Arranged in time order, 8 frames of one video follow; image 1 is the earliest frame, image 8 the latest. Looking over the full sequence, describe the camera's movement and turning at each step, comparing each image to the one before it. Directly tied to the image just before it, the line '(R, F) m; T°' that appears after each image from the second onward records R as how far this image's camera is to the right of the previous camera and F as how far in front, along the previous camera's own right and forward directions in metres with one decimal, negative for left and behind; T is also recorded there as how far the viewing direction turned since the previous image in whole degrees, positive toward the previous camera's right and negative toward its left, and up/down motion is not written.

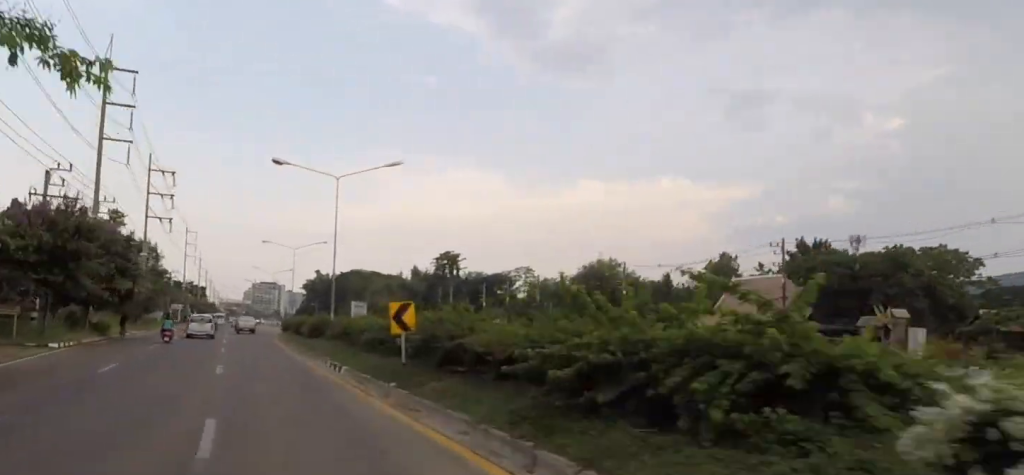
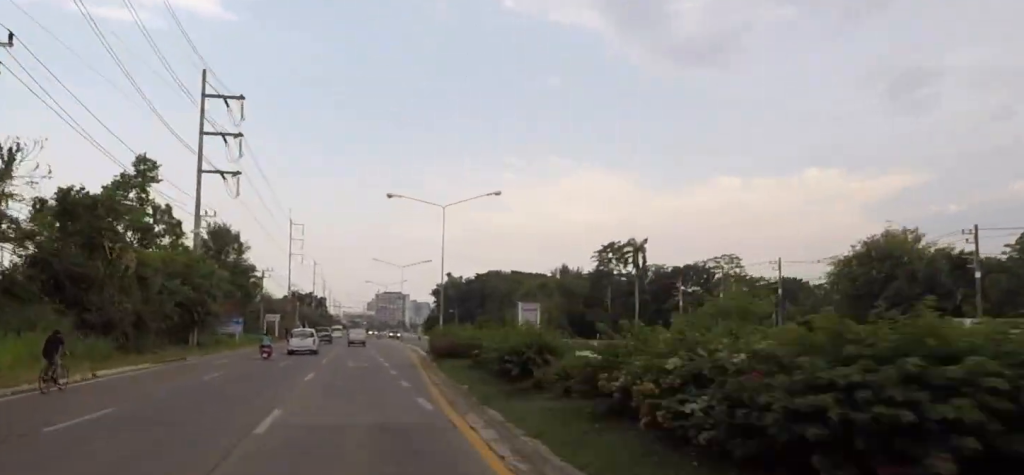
(-2.9, +34.5) m; -6°
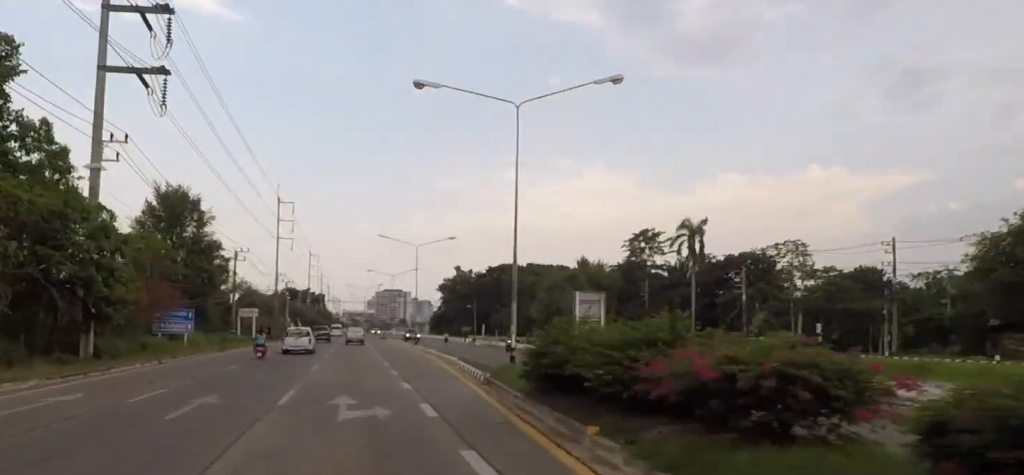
(-0.6, +18.9) m; -1°
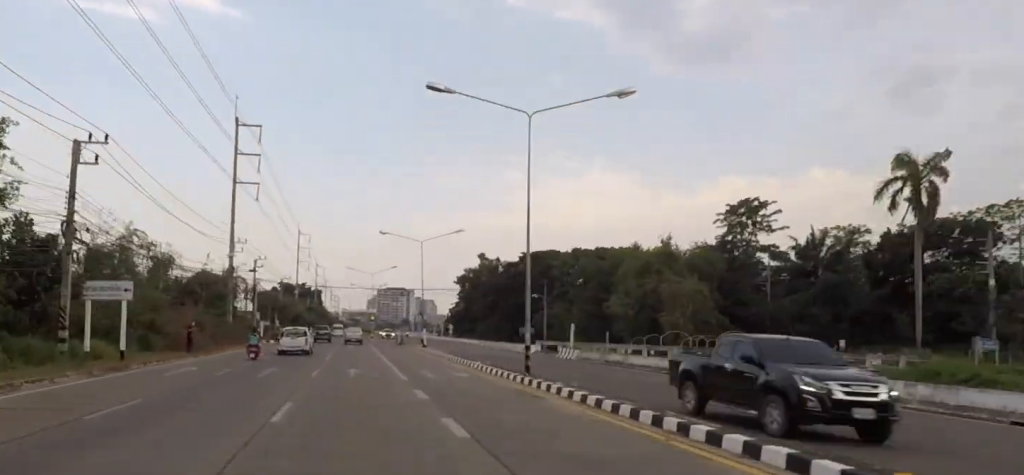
(+0.1, +36.9) m; +4°
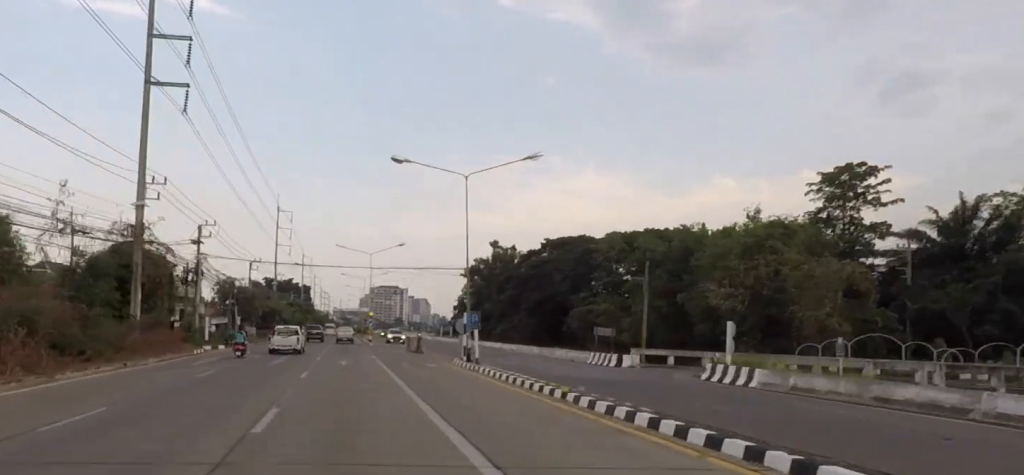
(+1.7, +24.2) m; 0°
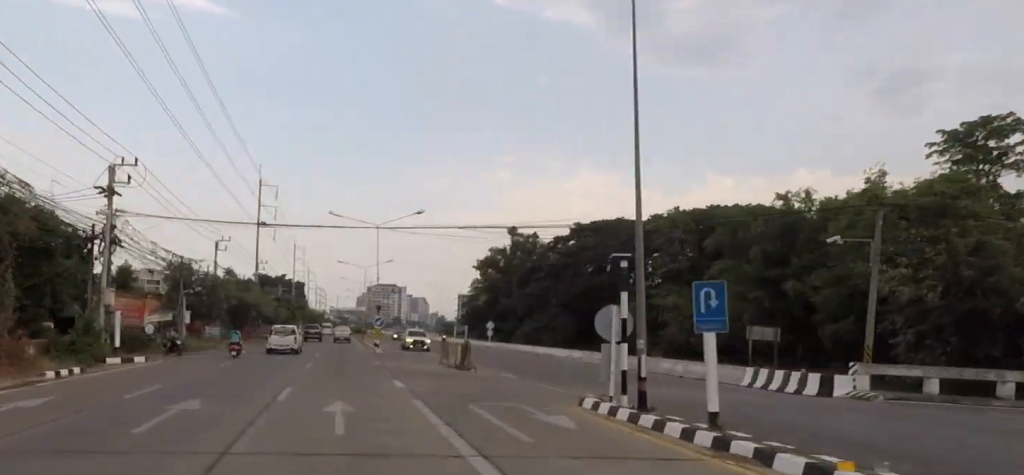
(+0.2, +18.7) m; -1°
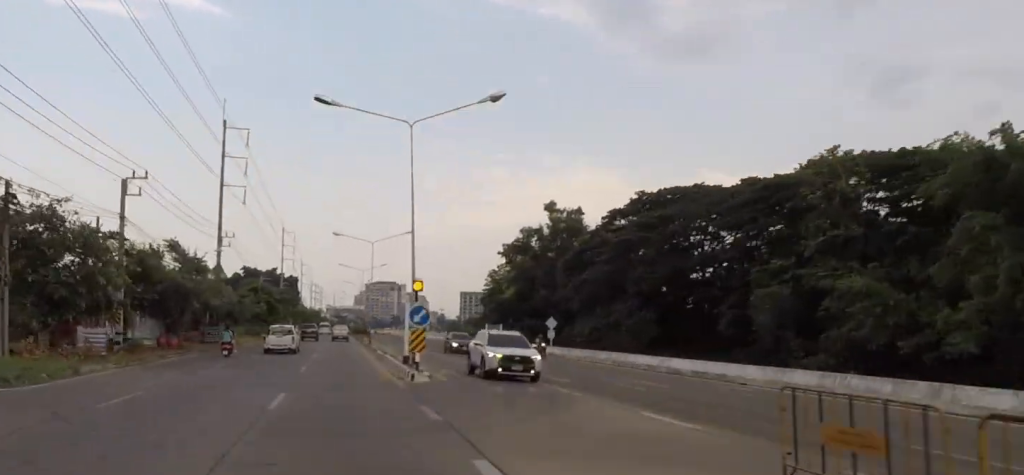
(-1.6, +24.9) m; -2°
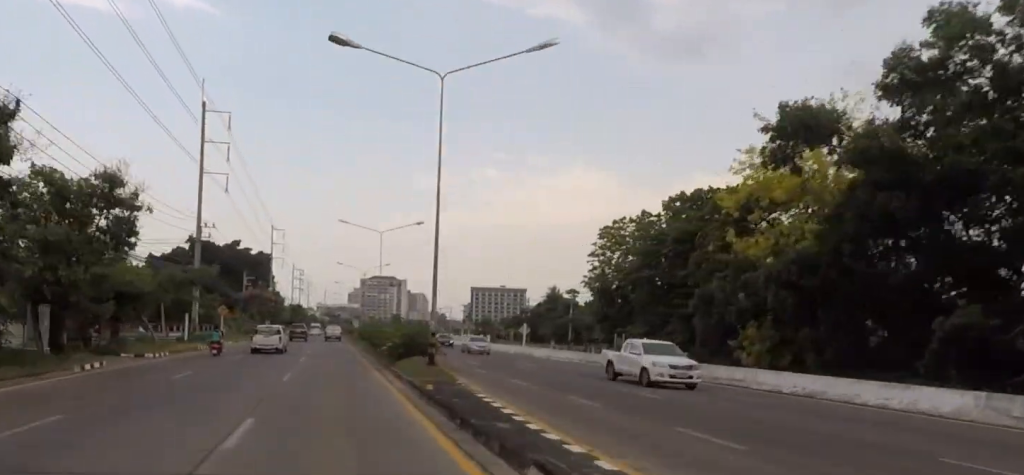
(-0.3, +76.9) m; 0°
